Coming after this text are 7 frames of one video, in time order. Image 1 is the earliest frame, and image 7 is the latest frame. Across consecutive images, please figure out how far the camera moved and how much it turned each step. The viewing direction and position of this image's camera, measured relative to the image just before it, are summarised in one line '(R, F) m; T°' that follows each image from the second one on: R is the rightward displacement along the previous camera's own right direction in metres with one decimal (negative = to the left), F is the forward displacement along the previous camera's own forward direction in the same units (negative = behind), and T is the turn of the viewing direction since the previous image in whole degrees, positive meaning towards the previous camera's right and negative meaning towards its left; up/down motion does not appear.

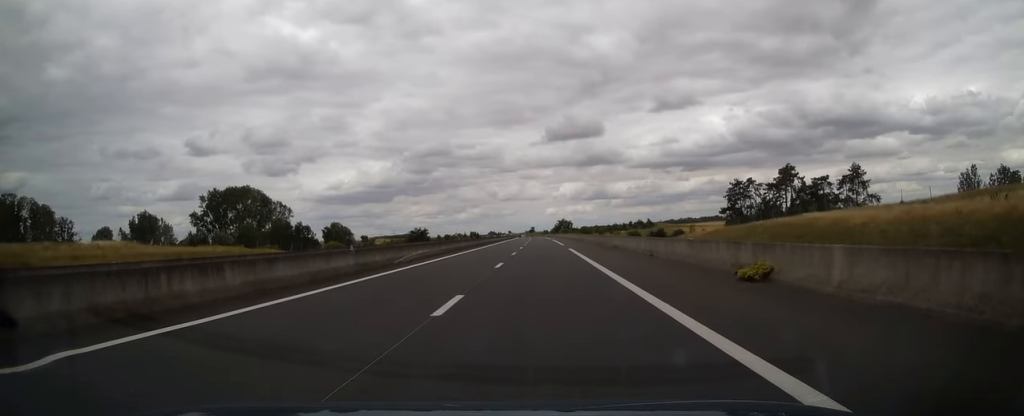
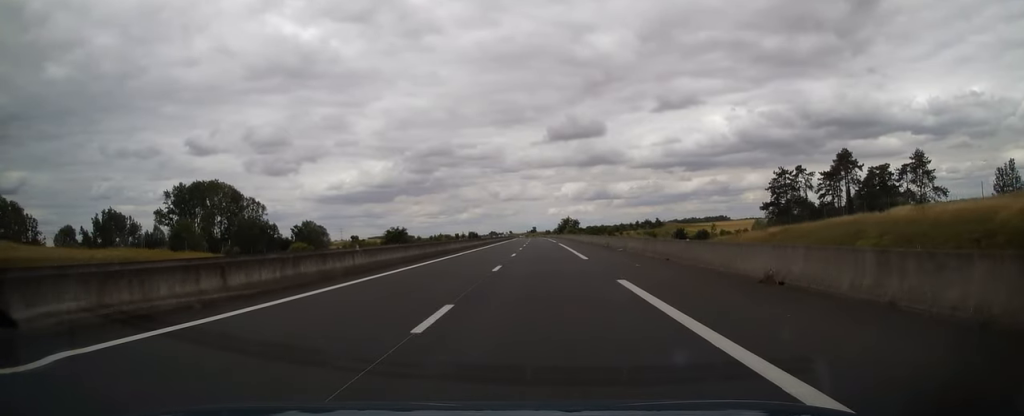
(-0.4, +27.2) m; 0°
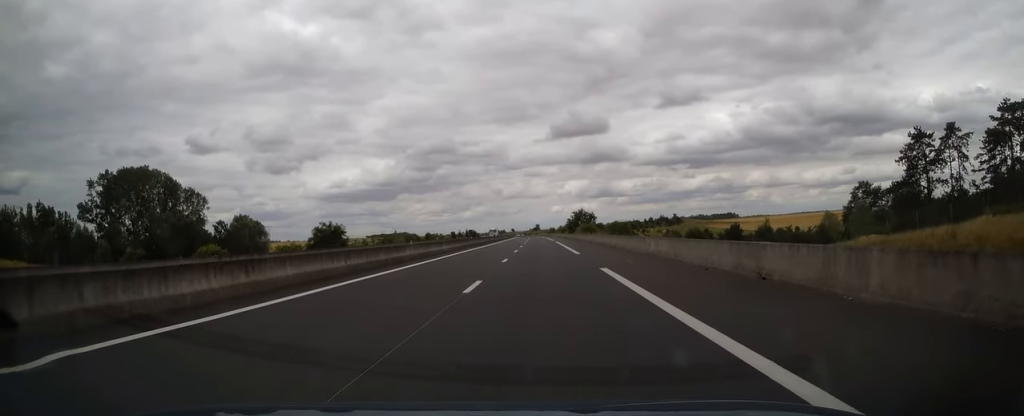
(+0.7, +46.2) m; 0°
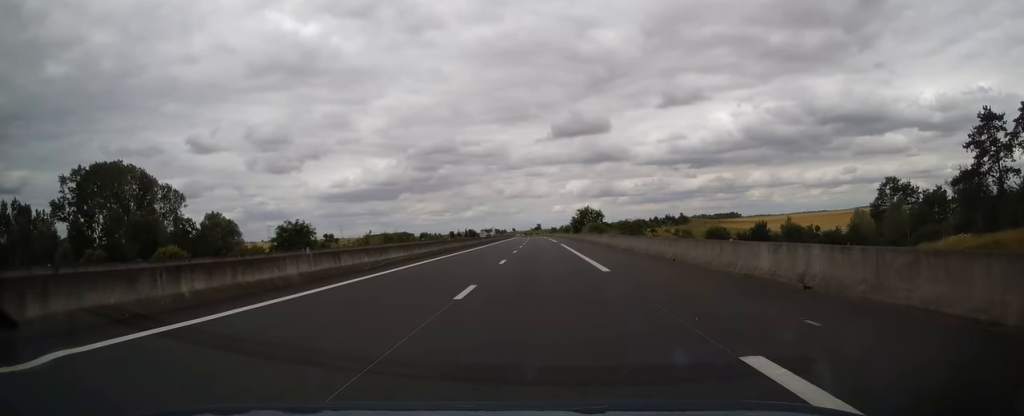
(+0.1, +14.1) m; 0°
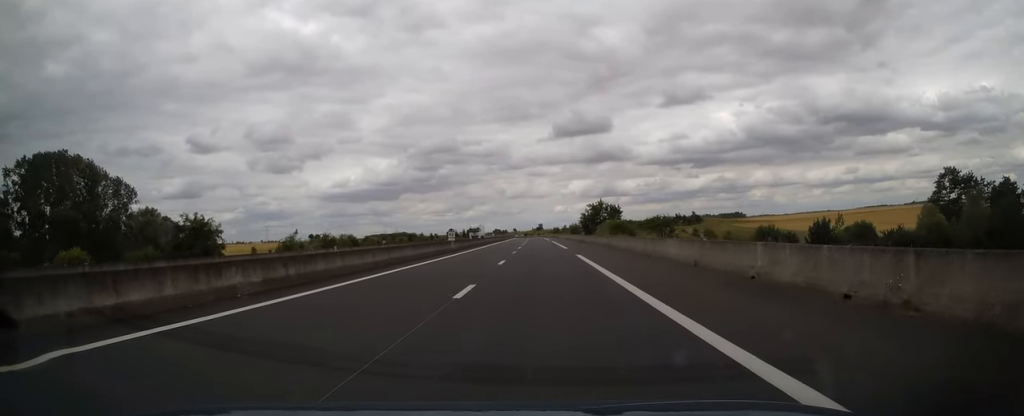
(-0.4, +25.3) m; -1°
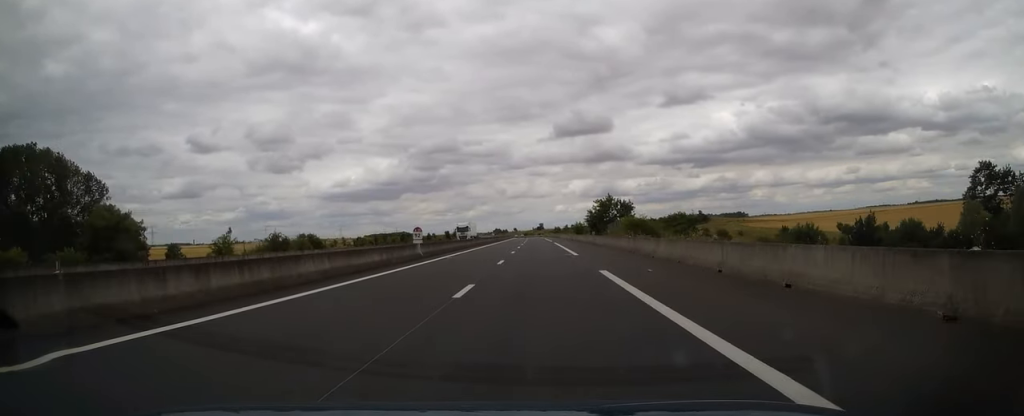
(0.0, +12.7) m; 0°
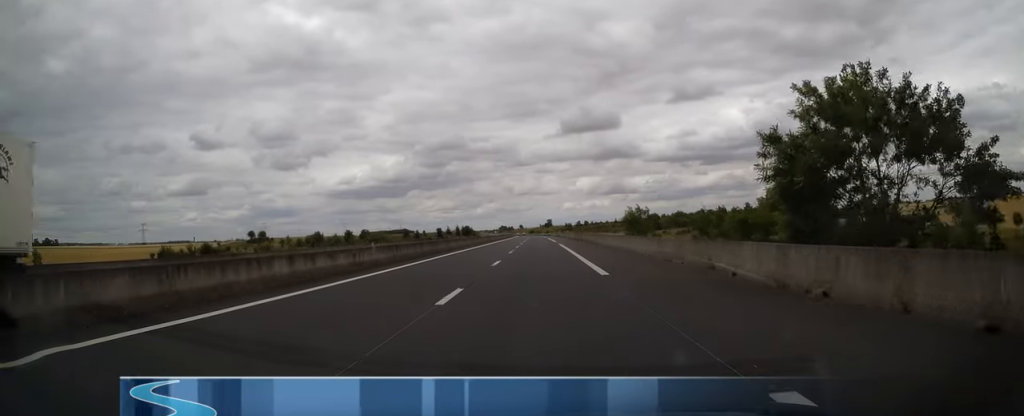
(0.0, +66.1) m; 0°
